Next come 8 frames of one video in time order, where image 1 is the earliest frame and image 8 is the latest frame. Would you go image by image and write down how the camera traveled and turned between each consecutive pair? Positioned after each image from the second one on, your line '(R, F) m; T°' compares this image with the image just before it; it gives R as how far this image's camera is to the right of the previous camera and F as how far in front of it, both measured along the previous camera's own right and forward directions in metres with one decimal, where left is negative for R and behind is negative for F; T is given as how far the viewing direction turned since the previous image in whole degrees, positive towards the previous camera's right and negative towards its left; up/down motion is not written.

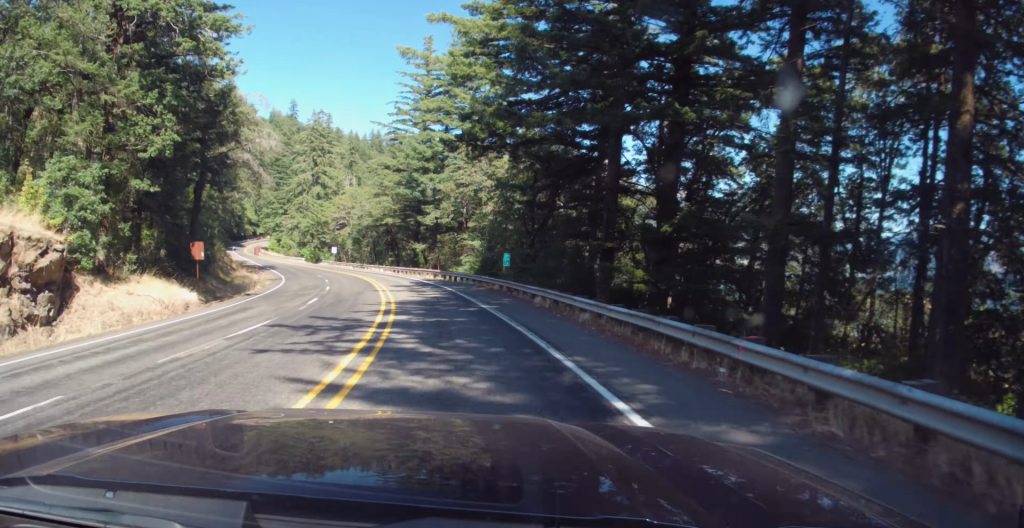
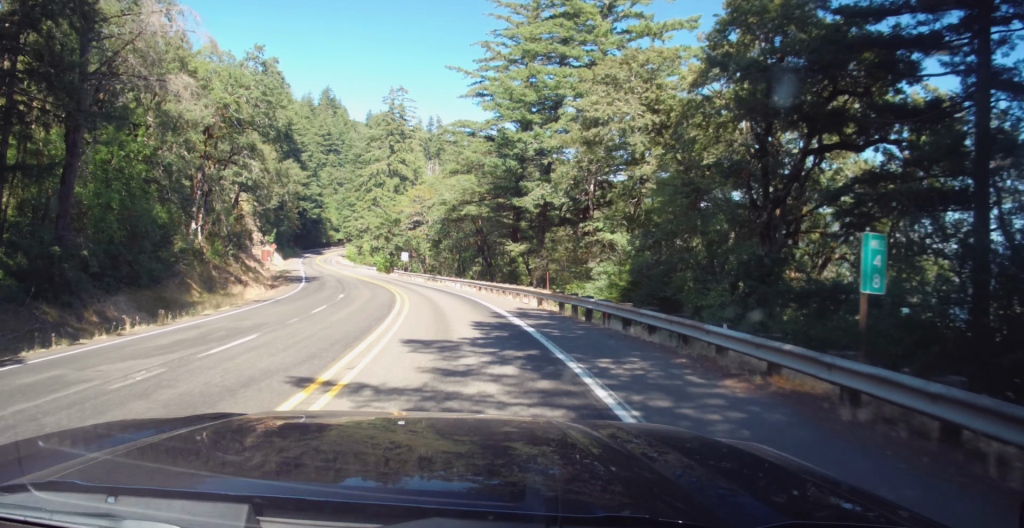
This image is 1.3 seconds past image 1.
(-4.6, +27.6) m; -15°
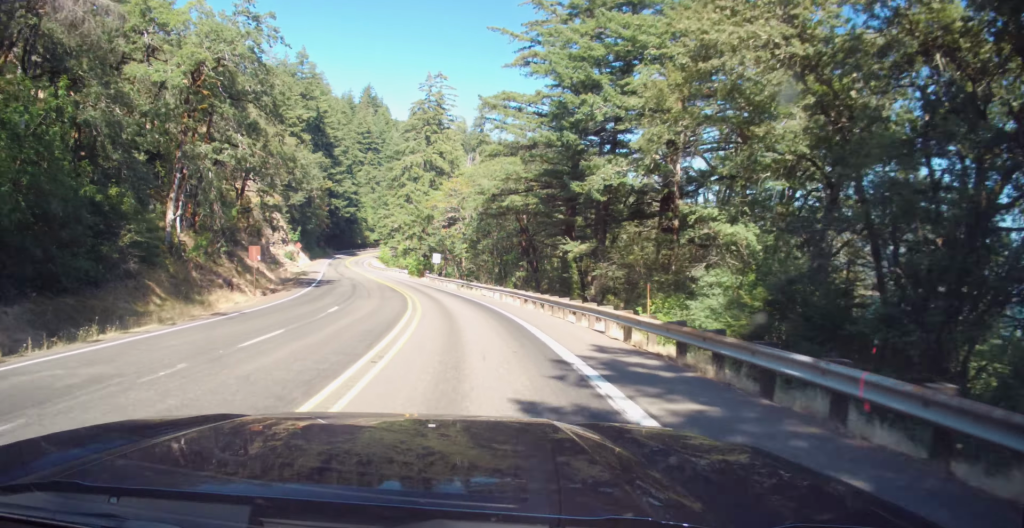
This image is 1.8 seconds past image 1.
(-0.4, +10.6) m; -2°
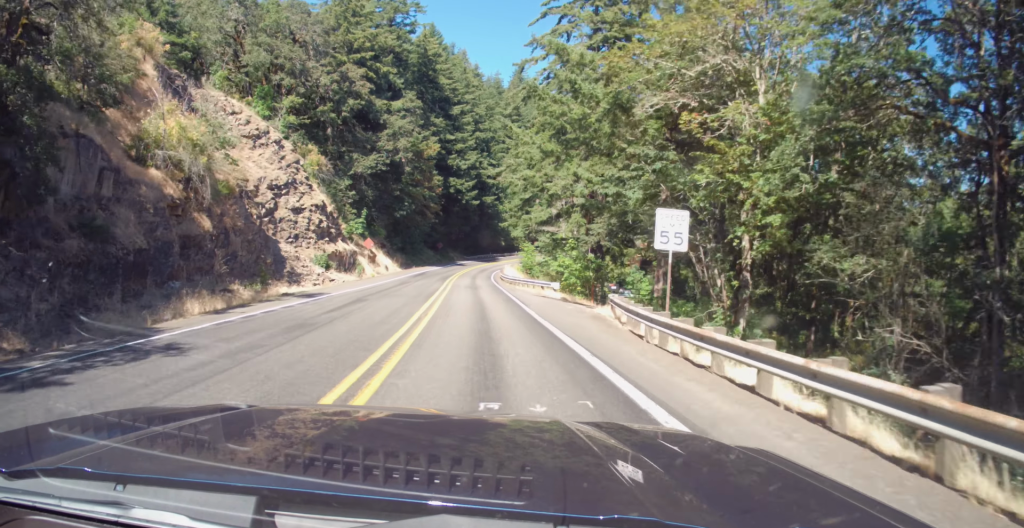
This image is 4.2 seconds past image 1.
(0.0, +52.8) m; 0°
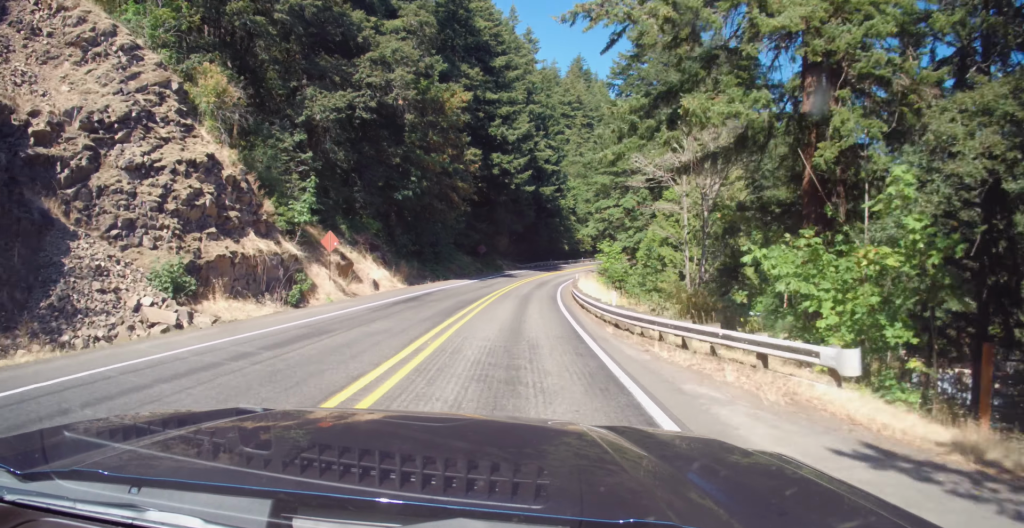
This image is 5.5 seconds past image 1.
(0.0, +30.7) m; 0°
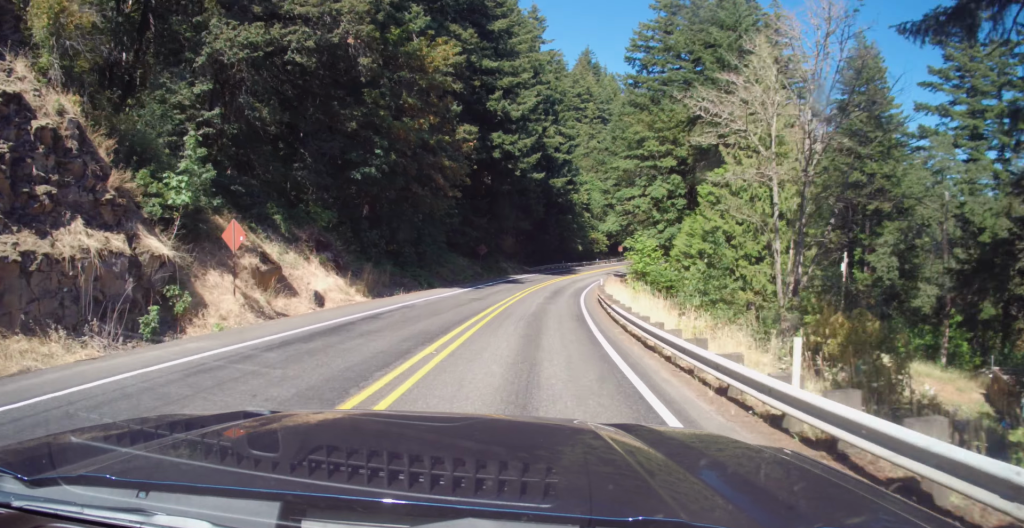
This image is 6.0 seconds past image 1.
(0.0, +12.8) m; 0°
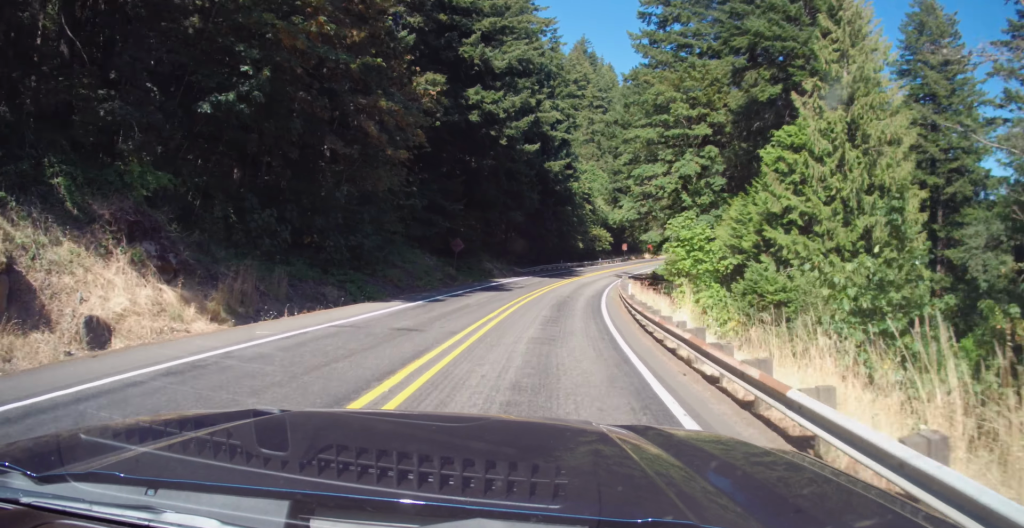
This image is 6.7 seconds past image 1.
(0.0, +16.0) m; 0°
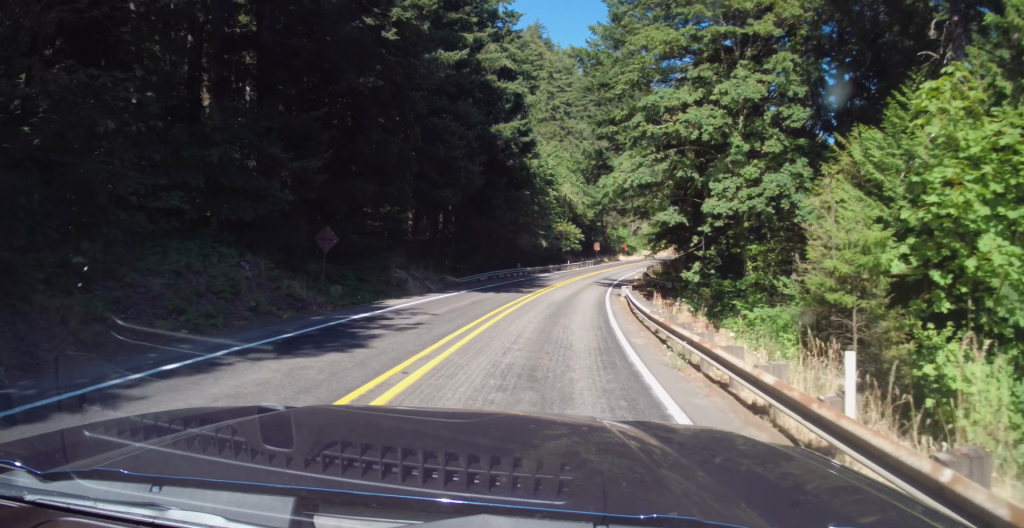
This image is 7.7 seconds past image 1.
(0.0, +22.4) m; 0°
